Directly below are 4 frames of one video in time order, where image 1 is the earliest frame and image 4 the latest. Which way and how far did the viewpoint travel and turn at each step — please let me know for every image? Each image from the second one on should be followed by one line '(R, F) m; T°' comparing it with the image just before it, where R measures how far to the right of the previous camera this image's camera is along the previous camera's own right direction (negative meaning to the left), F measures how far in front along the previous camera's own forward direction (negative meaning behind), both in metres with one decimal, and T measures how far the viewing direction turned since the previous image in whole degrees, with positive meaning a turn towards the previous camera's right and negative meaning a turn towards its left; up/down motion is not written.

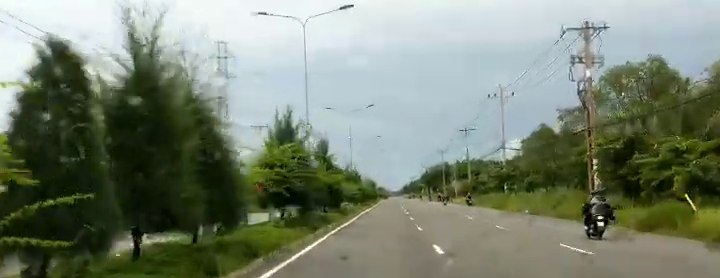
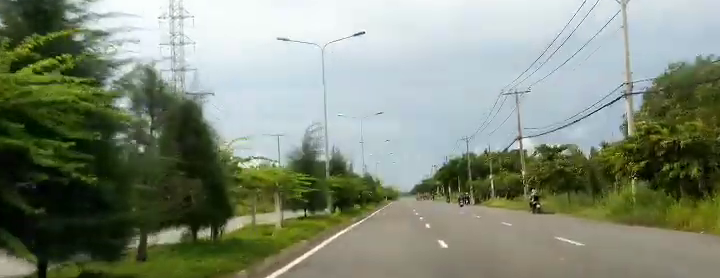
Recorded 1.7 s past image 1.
(+0.2, +33.5) m; 0°
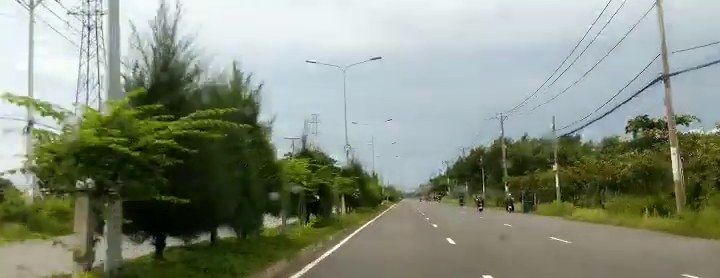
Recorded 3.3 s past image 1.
(-0.7, +30.5) m; +2°
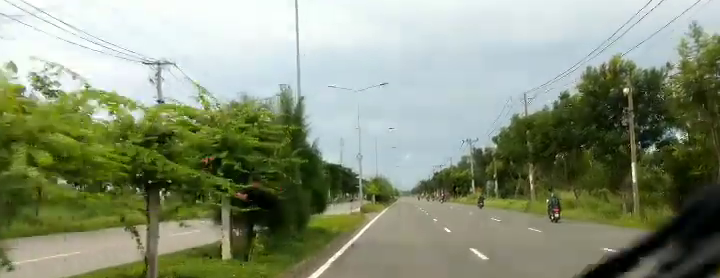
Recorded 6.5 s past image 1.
(+3.1, +64.7) m; 0°
